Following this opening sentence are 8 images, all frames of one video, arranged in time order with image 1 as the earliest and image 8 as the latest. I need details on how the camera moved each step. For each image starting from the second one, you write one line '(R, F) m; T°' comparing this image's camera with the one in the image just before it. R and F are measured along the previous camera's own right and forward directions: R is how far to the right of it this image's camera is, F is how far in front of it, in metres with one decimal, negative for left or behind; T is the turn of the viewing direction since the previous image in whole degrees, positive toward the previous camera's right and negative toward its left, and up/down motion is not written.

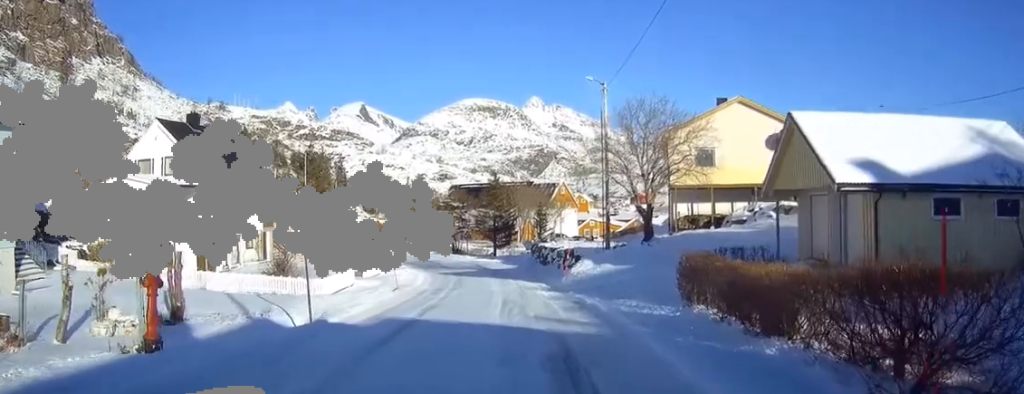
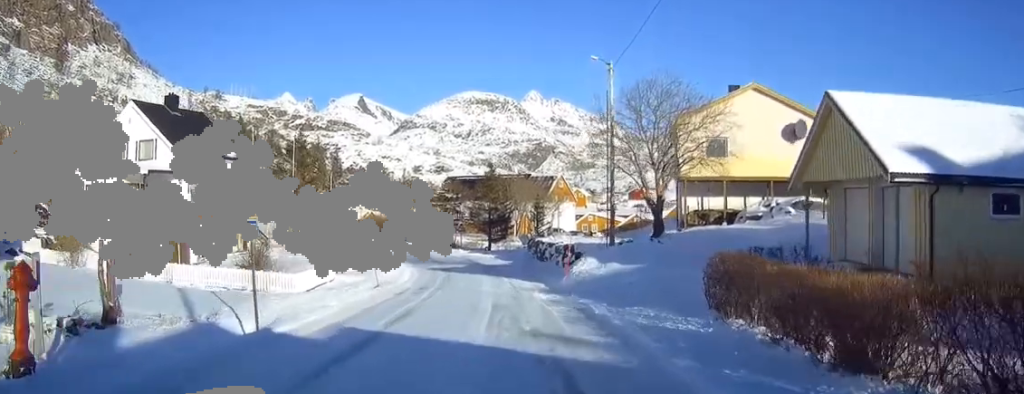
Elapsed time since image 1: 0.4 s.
(+0.1, +3.3) m; 0°
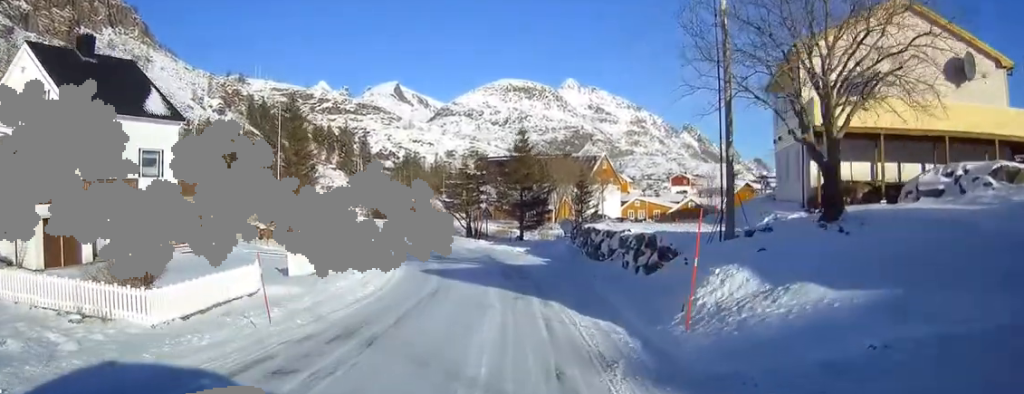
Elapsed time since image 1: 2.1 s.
(-0.1, +14.7) m; -4°
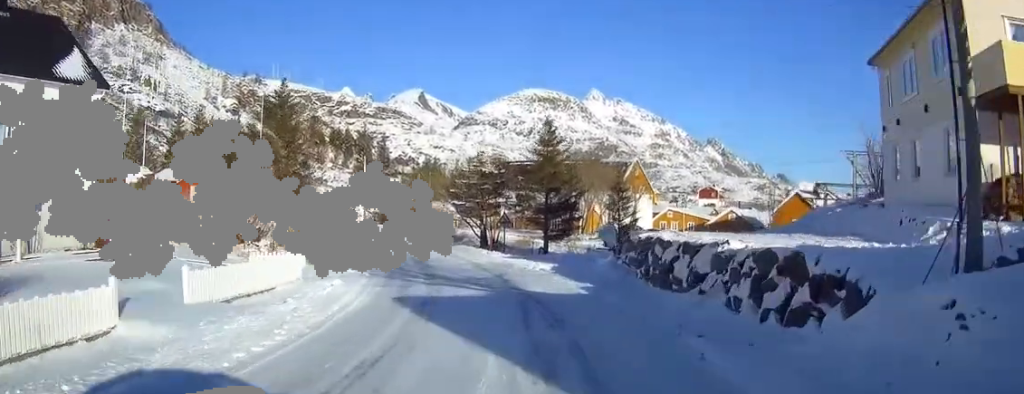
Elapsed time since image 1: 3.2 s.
(-0.4, +9.9) m; -4°
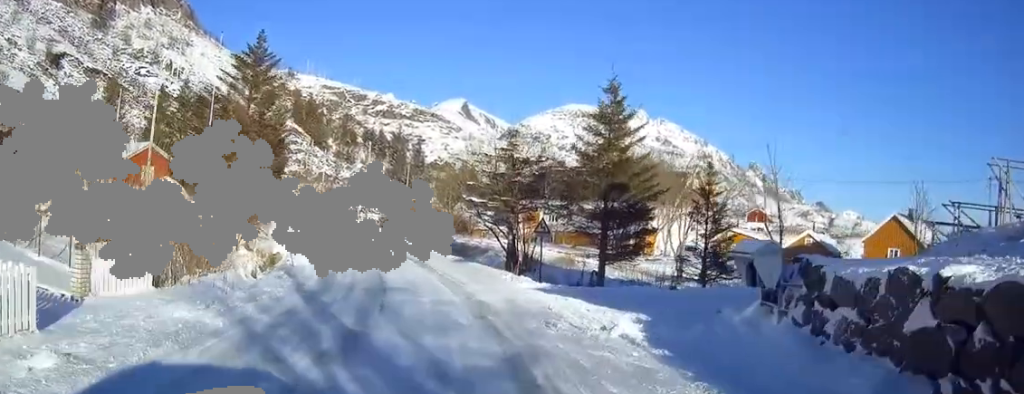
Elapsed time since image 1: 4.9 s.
(0.0, +15.1) m; +3°
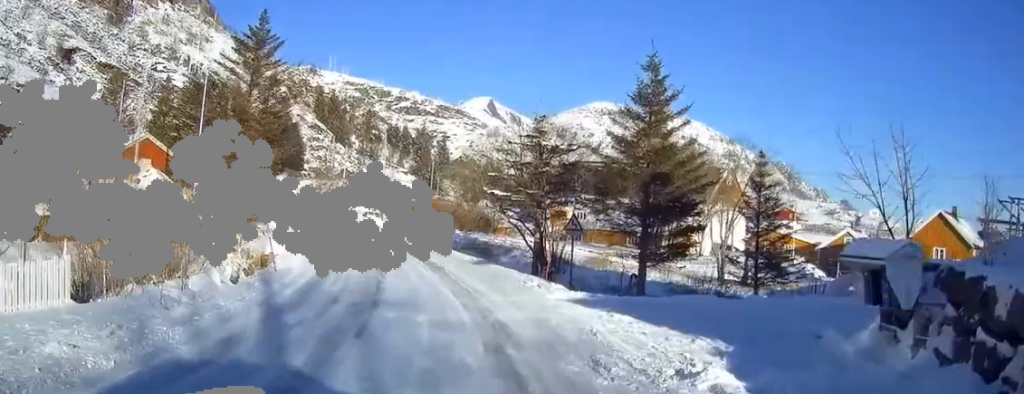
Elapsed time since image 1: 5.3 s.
(+0.1, +4.0) m; -1°
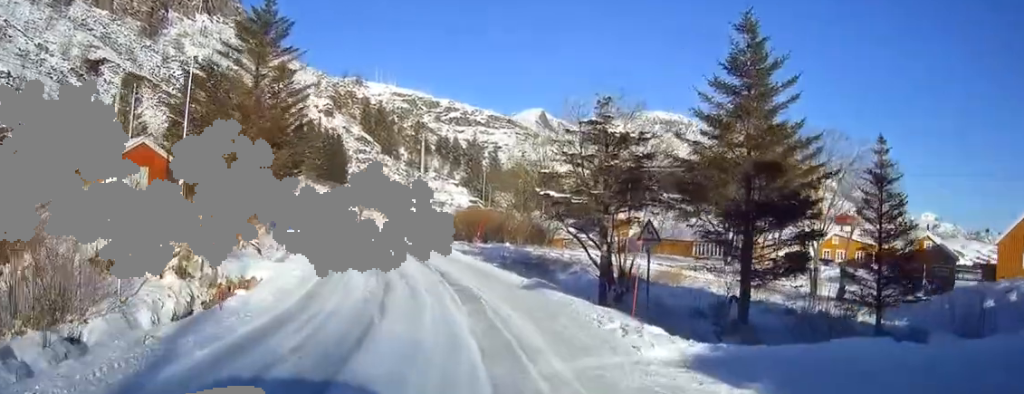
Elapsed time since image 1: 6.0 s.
(+0.2, +6.8) m; -3°
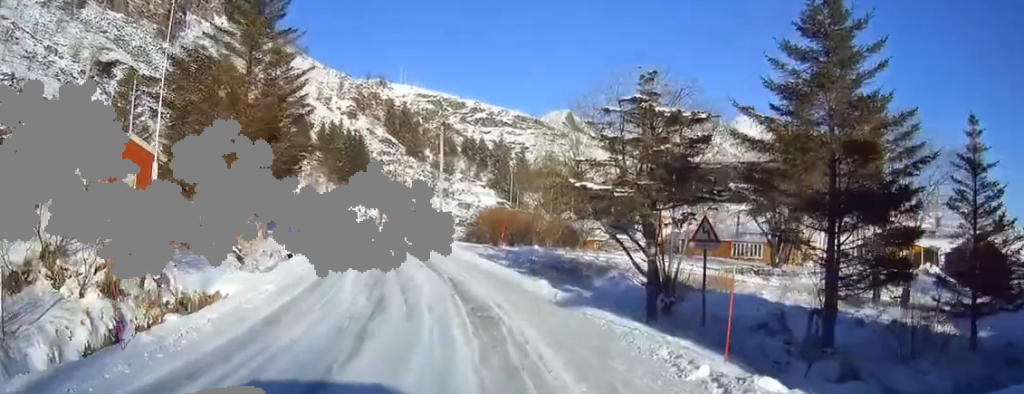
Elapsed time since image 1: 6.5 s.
(-0.3, +4.3) m; -5°
